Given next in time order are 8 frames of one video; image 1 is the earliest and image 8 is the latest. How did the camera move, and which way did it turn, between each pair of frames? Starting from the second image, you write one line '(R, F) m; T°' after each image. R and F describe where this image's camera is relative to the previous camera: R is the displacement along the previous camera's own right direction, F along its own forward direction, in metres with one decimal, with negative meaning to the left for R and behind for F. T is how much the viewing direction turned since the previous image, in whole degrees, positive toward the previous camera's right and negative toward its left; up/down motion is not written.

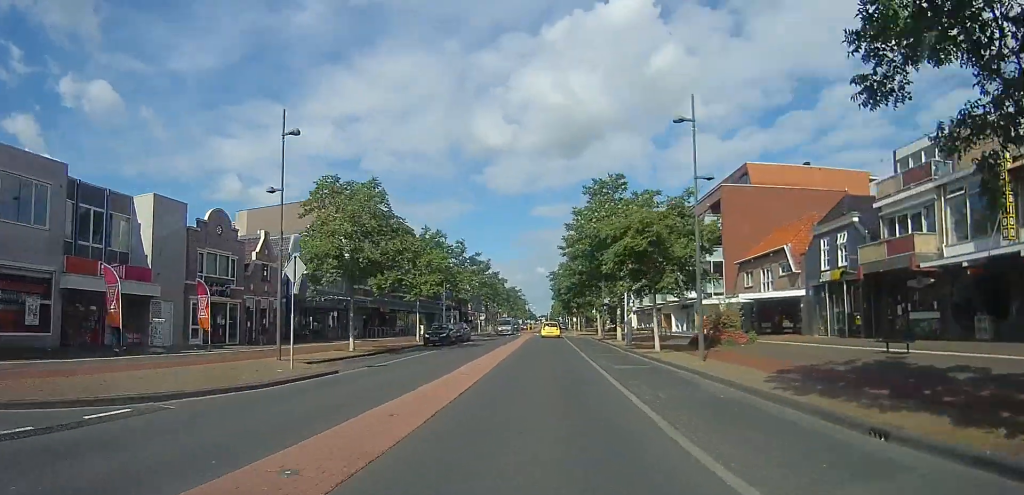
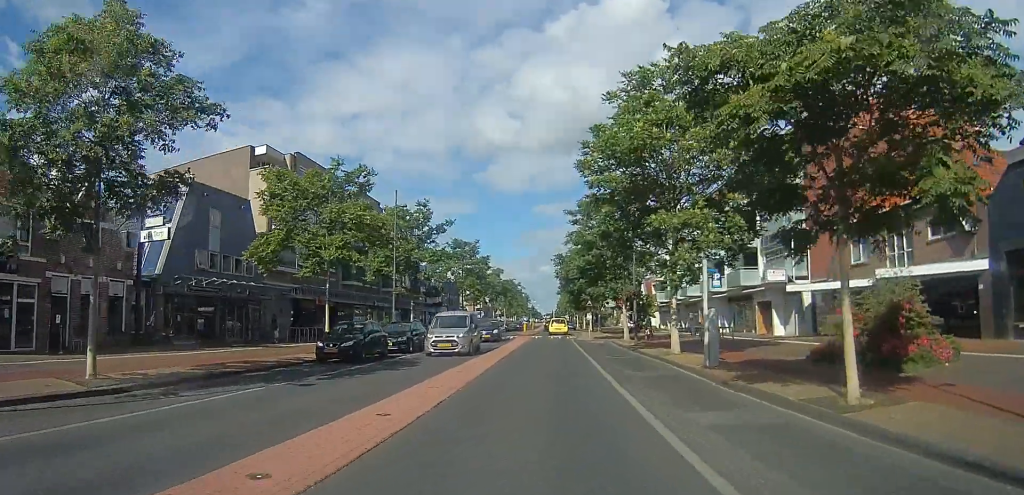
(-1.1, +15.4) m; -3°
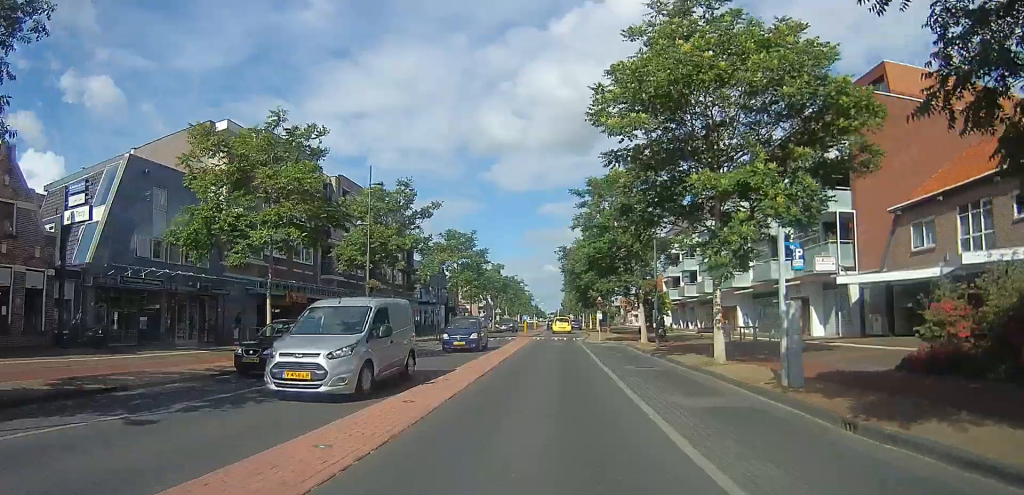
(+0.5, +5.0) m; 0°
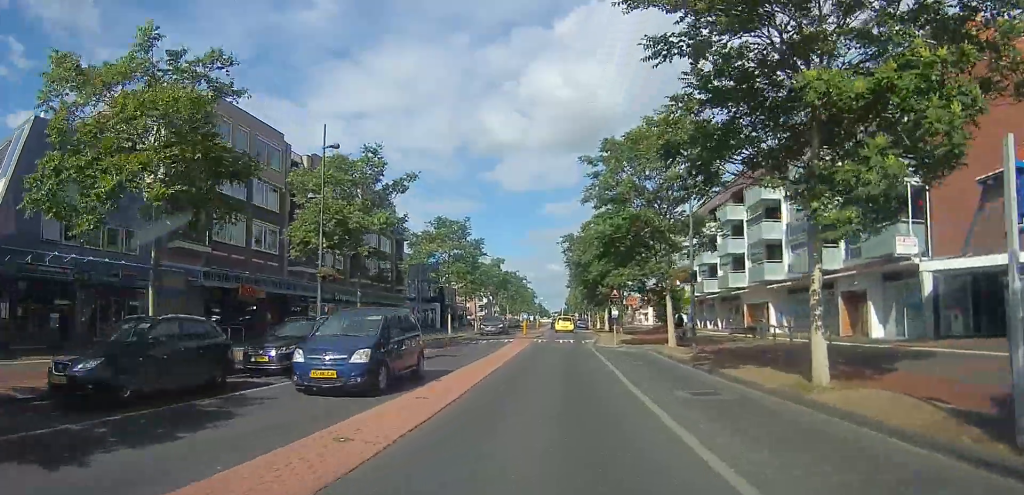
(-0.8, +5.8) m; 0°
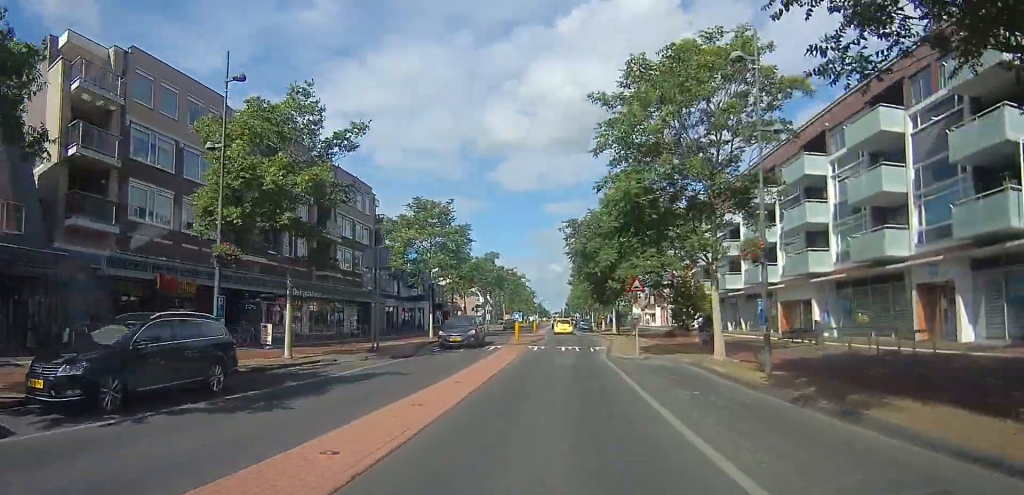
(+0.3, +6.6) m; 0°
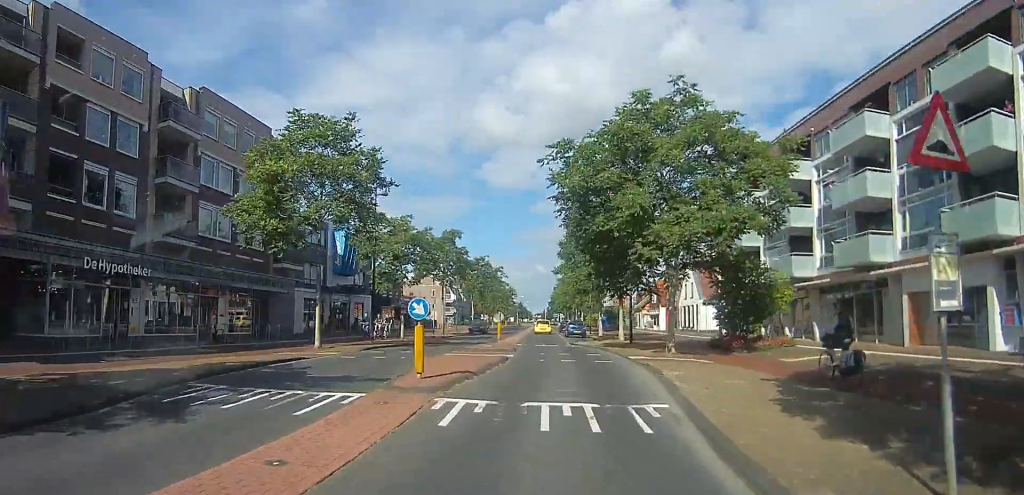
(-0.1, +15.8) m; +4°
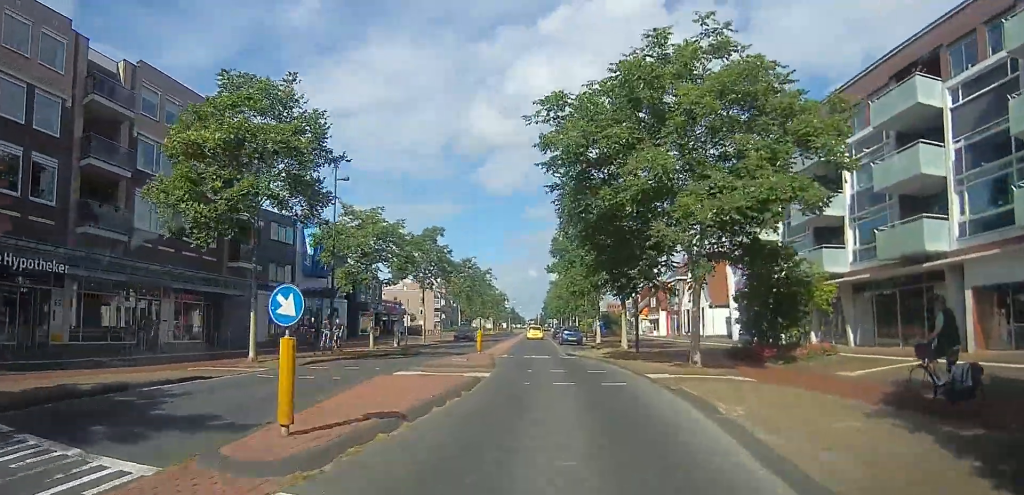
(+0.4, +4.4) m; +5°
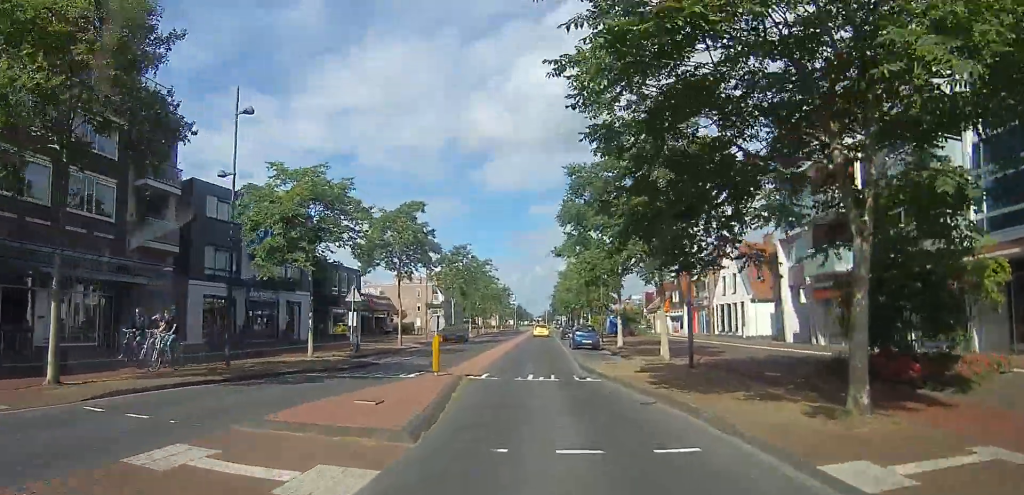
(+0.2, +8.7) m; -8°
